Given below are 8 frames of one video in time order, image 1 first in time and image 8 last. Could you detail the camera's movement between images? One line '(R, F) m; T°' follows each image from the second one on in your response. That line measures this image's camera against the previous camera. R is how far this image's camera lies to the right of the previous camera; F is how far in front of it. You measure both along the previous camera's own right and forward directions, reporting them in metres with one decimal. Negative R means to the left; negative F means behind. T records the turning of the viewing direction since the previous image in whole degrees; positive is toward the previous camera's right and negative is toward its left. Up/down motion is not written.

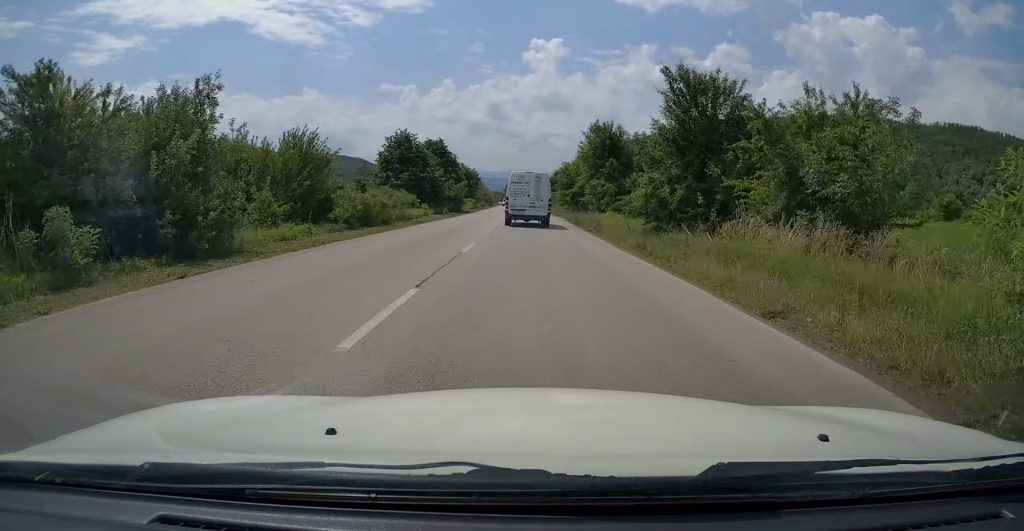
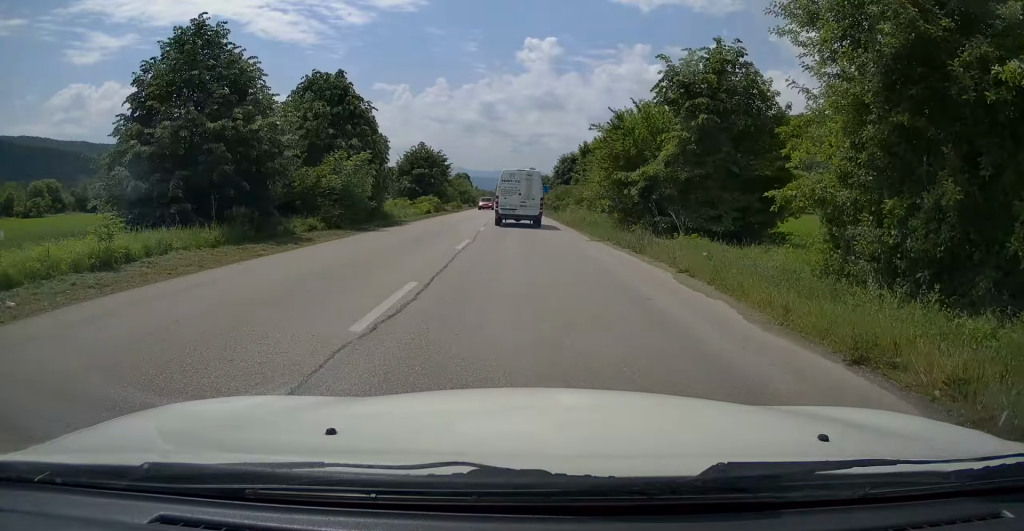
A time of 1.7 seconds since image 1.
(-0.3, +35.0) m; 0°
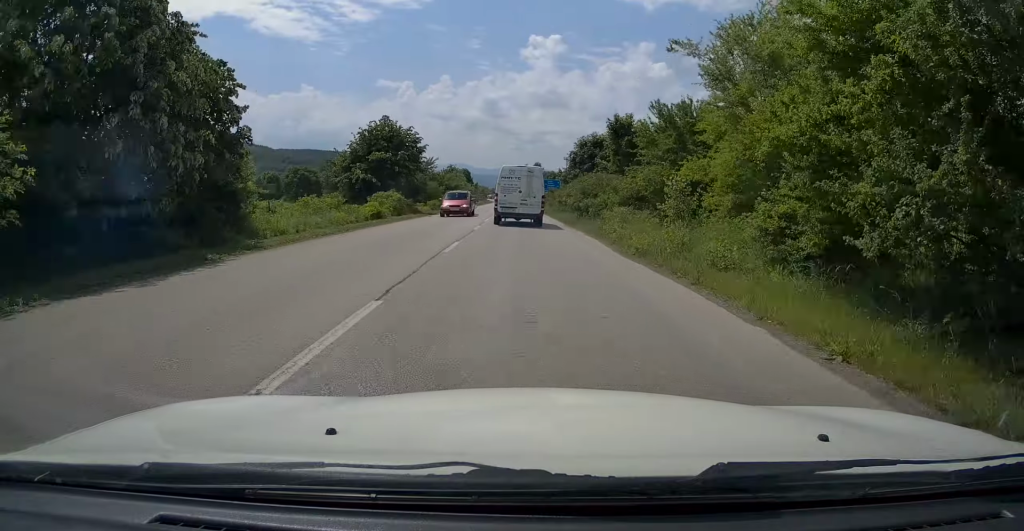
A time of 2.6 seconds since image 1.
(+0.1, +19.3) m; 0°
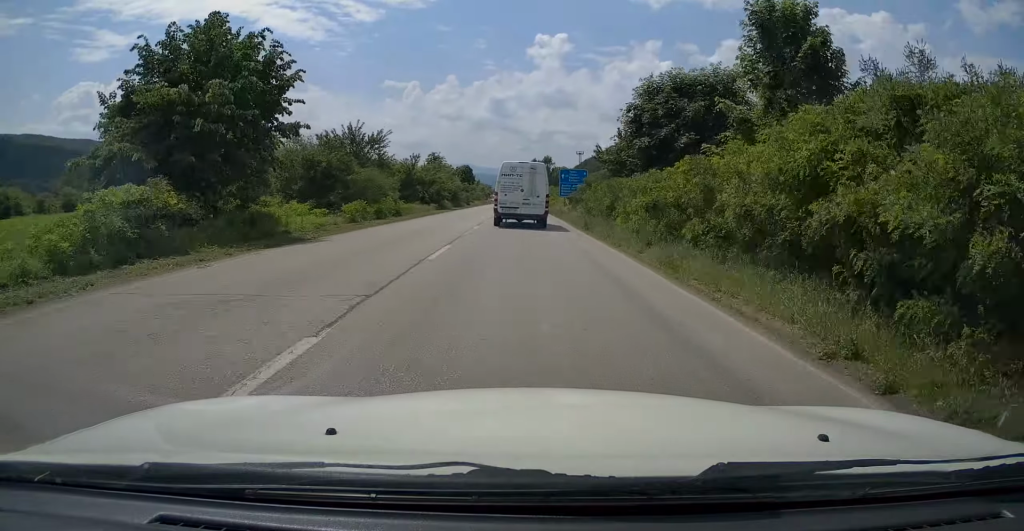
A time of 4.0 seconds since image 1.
(0.0, +28.2) m; 0°
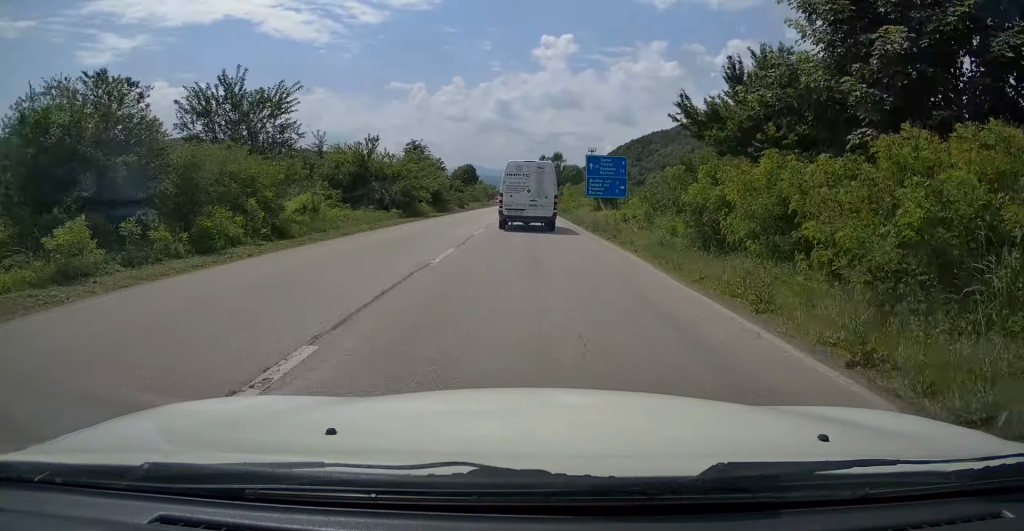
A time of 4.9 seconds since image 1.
(-0.1, +19.3) m; 0°
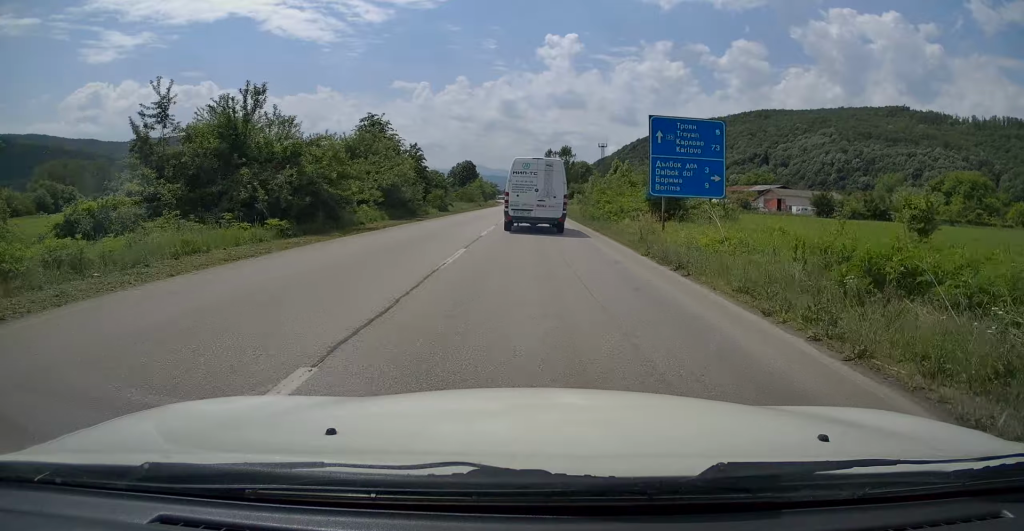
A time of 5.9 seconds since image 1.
(0.0, +18.9) m; 0°
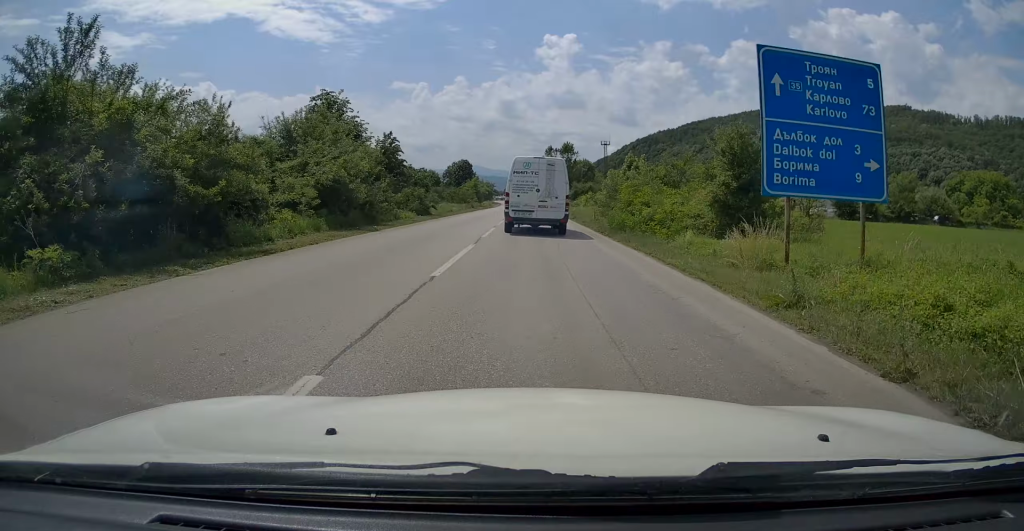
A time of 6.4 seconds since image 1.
(0.0, +10.0) m; 0°
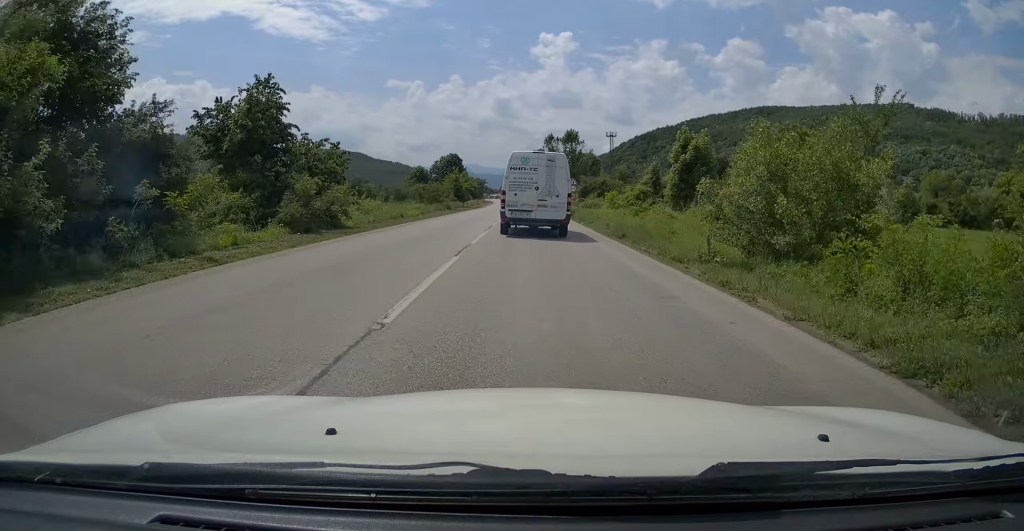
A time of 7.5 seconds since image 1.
(-0.1, +21.6) m; -1°
